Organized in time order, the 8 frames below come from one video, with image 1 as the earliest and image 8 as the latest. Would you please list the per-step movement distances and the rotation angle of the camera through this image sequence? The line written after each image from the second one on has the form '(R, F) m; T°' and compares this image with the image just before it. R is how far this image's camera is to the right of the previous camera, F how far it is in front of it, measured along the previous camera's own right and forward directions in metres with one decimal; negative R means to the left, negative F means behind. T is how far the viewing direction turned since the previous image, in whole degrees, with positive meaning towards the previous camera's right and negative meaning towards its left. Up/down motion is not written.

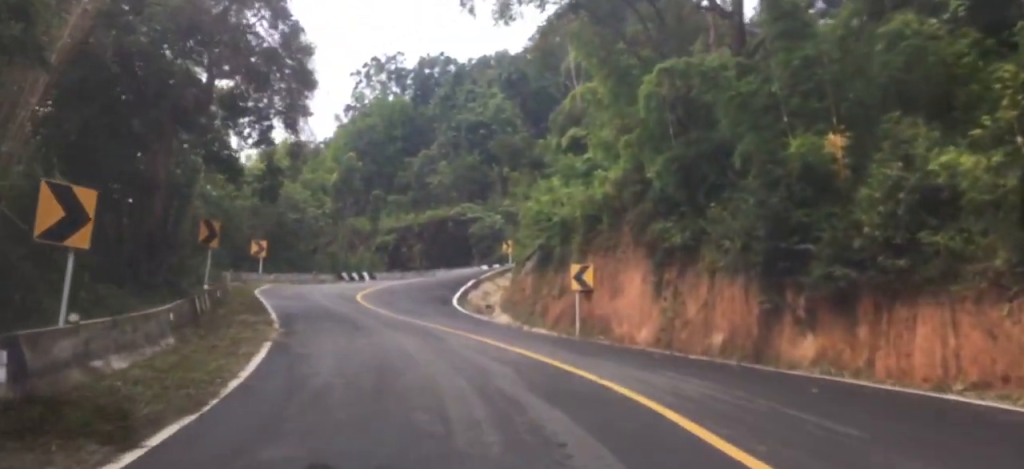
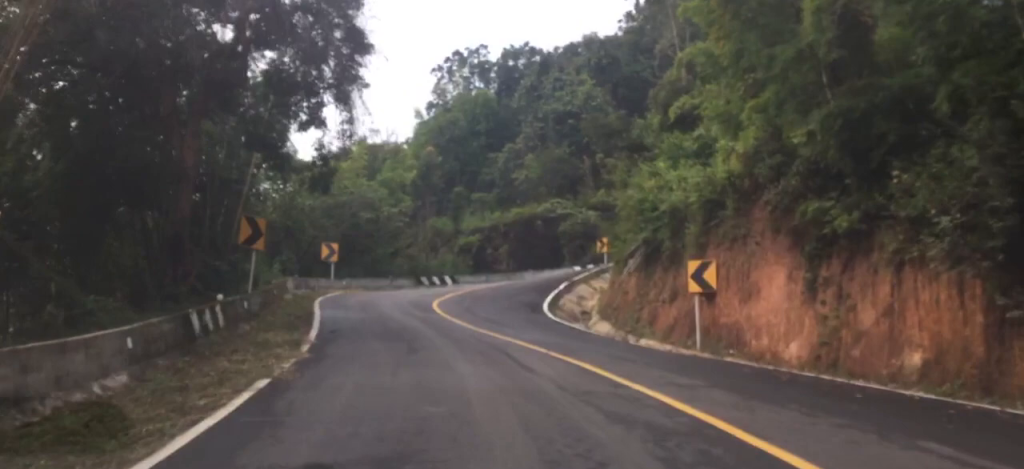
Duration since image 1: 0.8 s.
(-0.2, +6.7) m; -4°
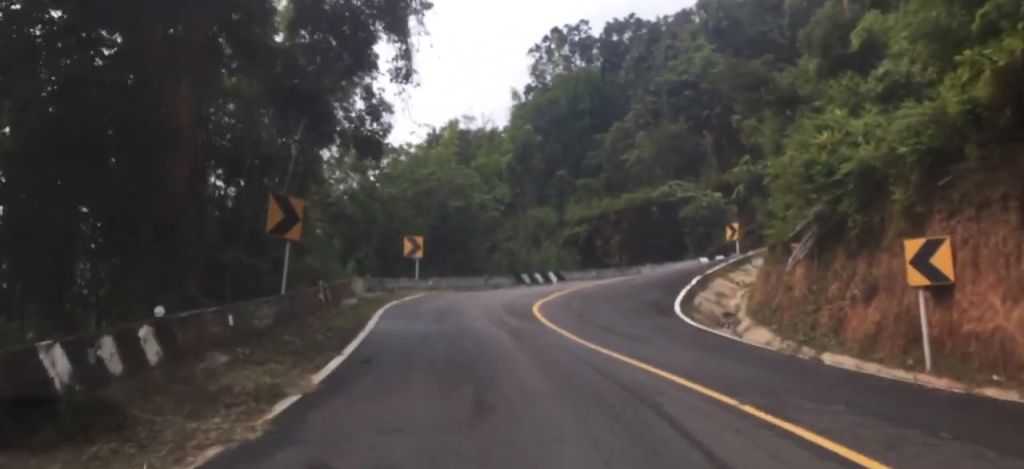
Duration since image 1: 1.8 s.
(-0.6, +8.8) m; -6°
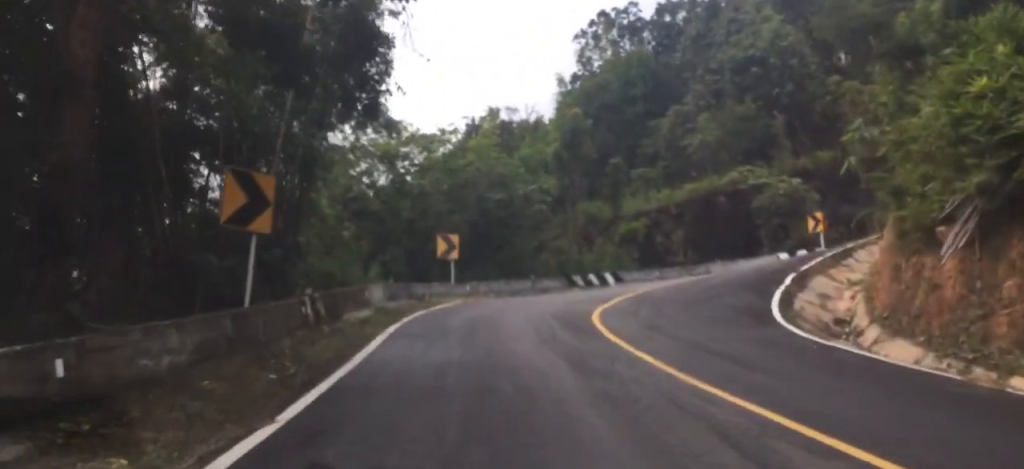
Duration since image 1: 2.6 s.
(-0.2, +6.4) m; -4°
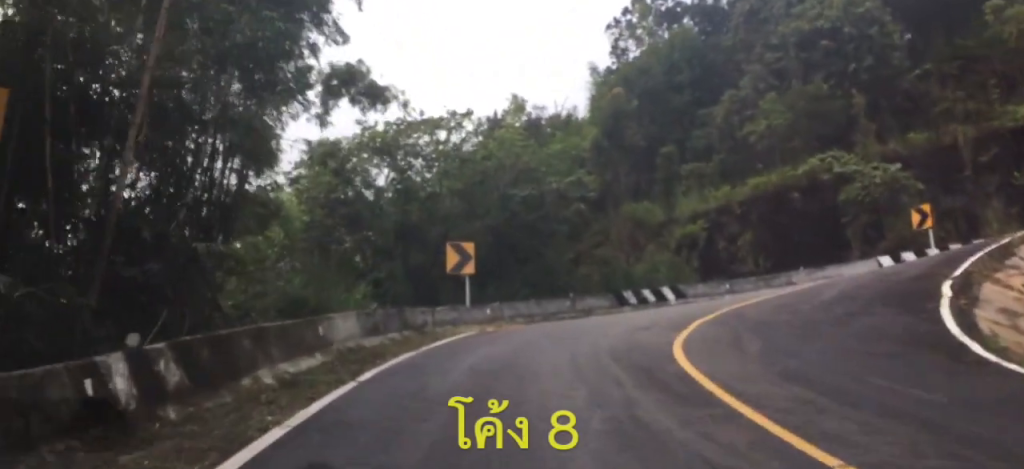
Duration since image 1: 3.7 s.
(-0.4, +8.9) m; -5°
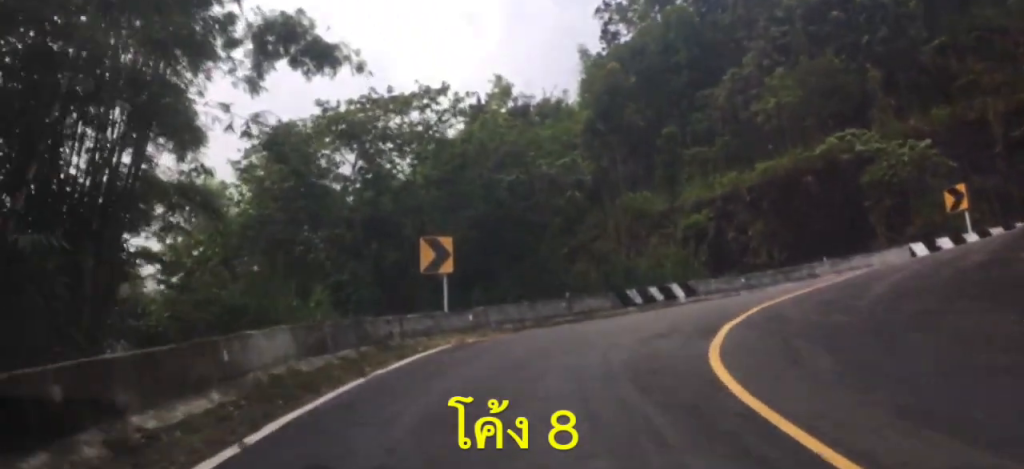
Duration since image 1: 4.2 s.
(-0.4, +4.7) m; 0°
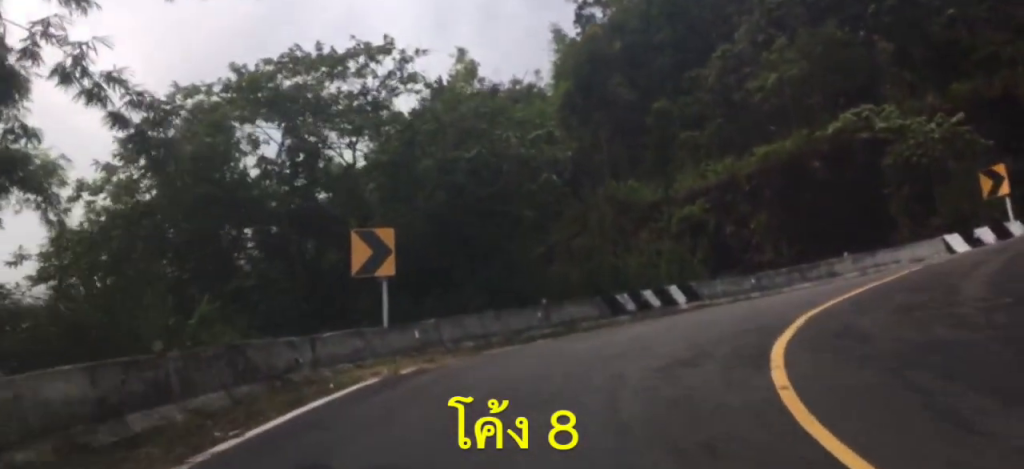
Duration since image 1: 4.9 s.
(+0.3, +6.3) m; +6°
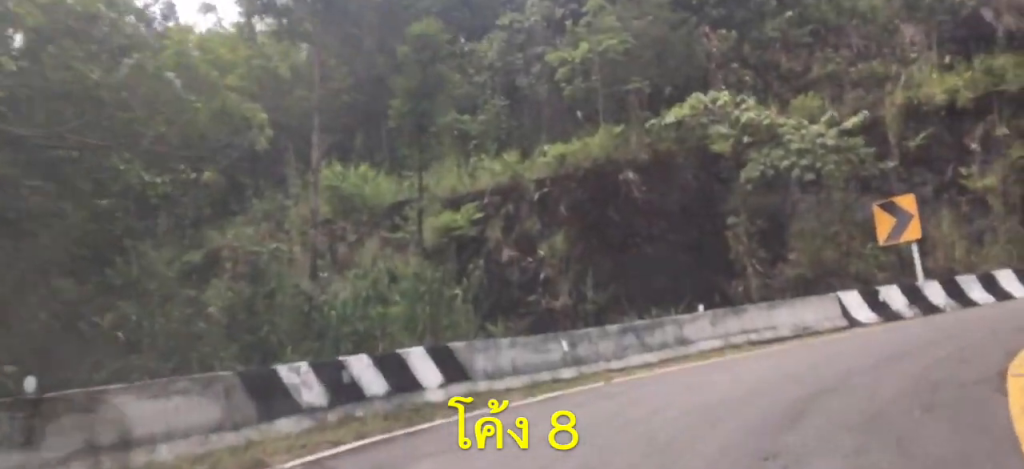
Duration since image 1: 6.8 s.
(+2.7, +15.7) m; +22°
